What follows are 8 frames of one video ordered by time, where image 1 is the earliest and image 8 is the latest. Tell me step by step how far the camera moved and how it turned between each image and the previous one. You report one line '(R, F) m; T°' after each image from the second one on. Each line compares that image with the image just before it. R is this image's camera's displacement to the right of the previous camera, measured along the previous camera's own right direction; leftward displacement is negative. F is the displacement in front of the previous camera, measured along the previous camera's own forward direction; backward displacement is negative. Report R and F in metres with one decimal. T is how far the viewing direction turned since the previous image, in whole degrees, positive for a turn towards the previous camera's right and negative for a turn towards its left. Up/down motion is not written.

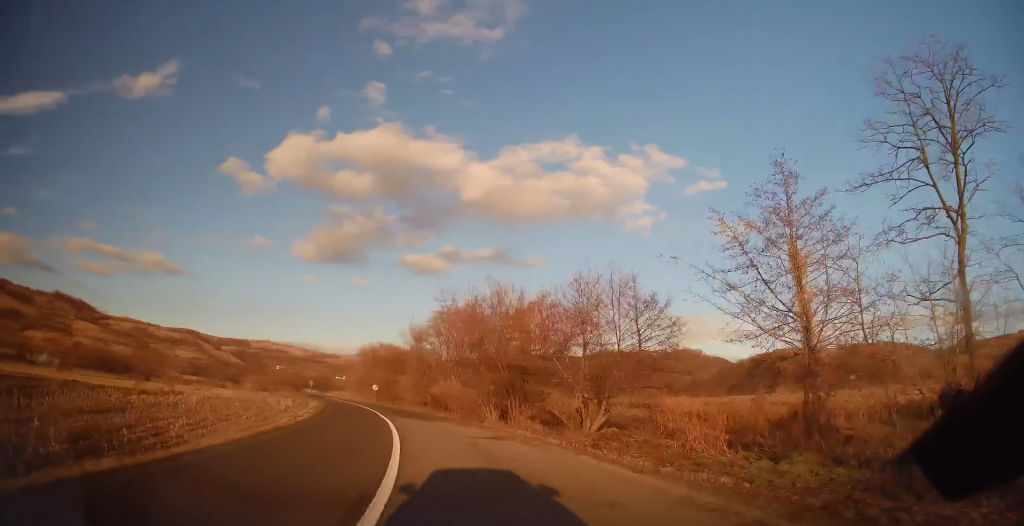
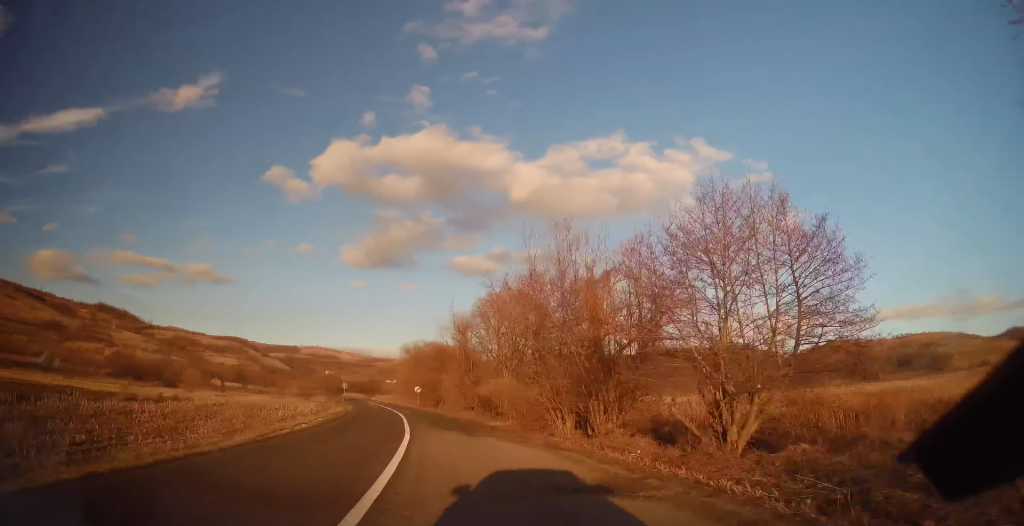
(0.0, +9.5) m; -5°
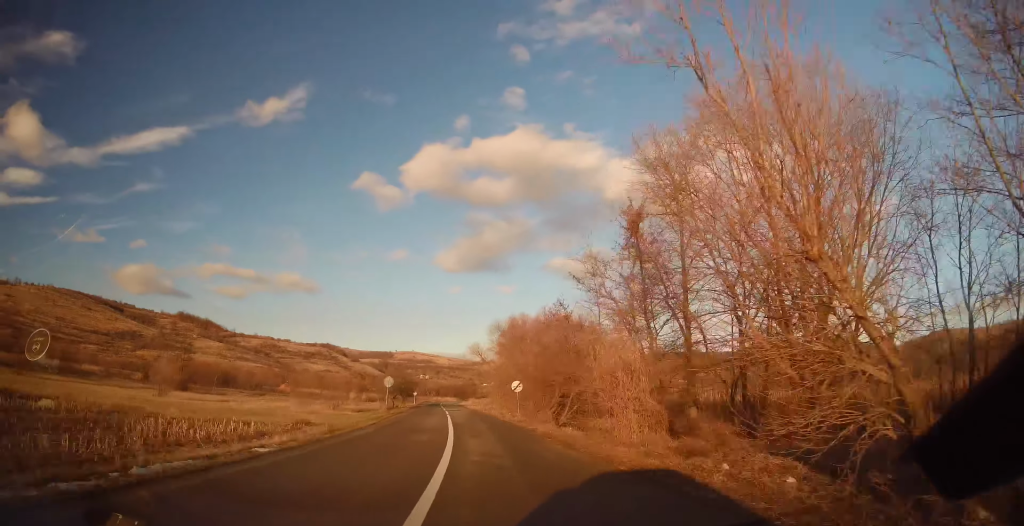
(-3.3, +32.3) m; -8°
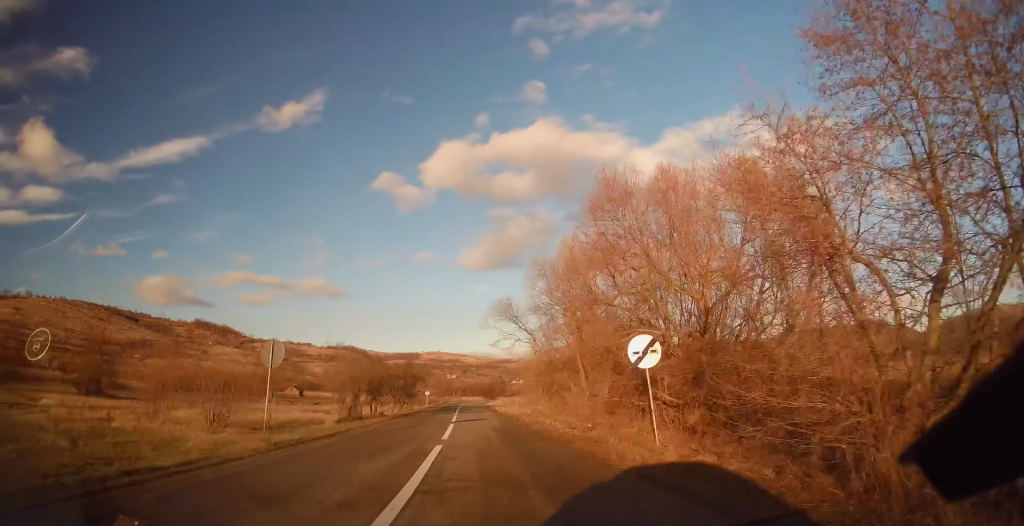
(-0.9, +27.8) m; -3°
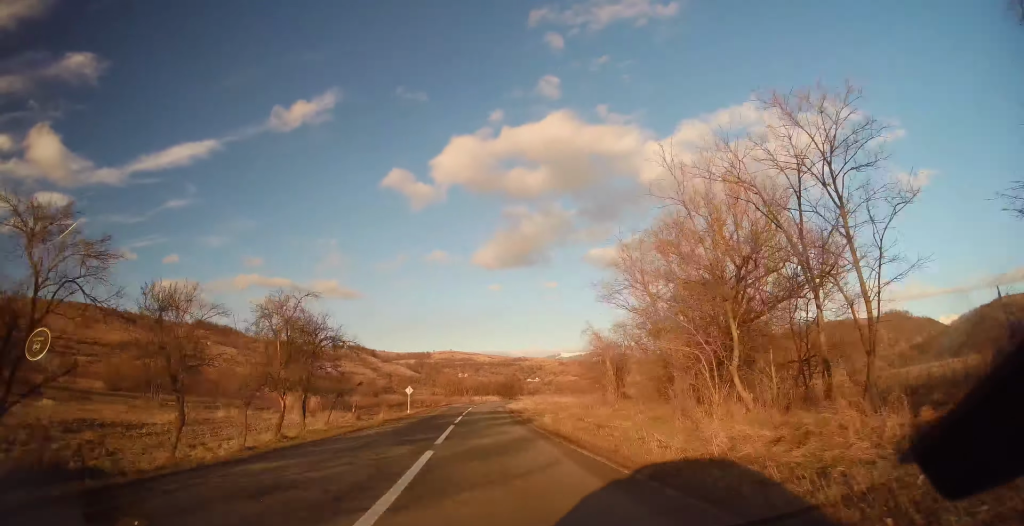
(-0.2, +36.8) m; 0°
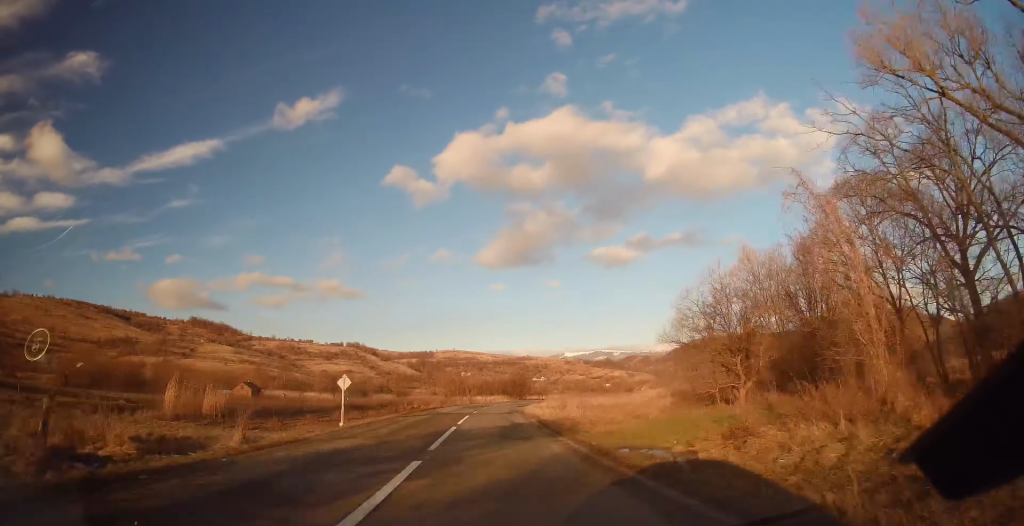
(-0.1, +24.6) m; -1°
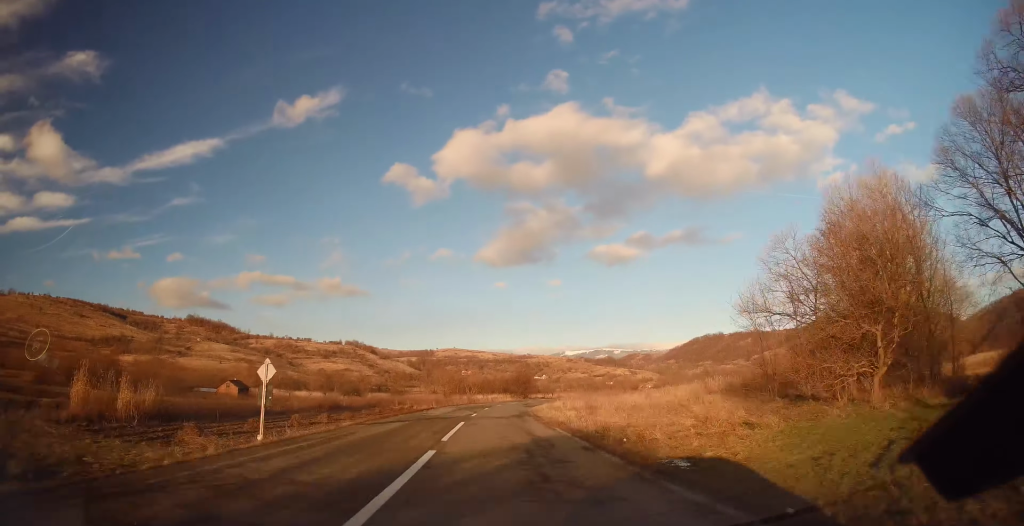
(0.0, +9.7) m; 0°
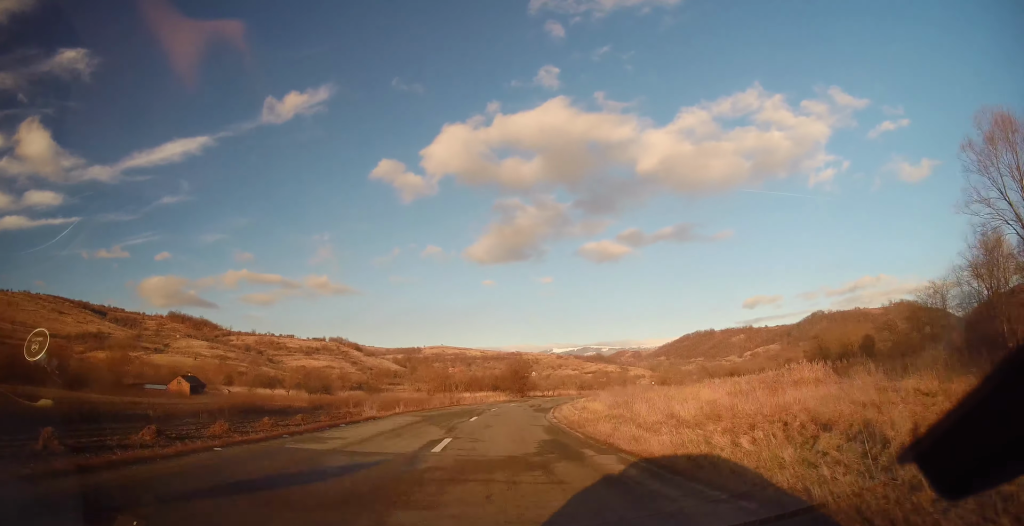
(0.0, +20.8) m; +3°
